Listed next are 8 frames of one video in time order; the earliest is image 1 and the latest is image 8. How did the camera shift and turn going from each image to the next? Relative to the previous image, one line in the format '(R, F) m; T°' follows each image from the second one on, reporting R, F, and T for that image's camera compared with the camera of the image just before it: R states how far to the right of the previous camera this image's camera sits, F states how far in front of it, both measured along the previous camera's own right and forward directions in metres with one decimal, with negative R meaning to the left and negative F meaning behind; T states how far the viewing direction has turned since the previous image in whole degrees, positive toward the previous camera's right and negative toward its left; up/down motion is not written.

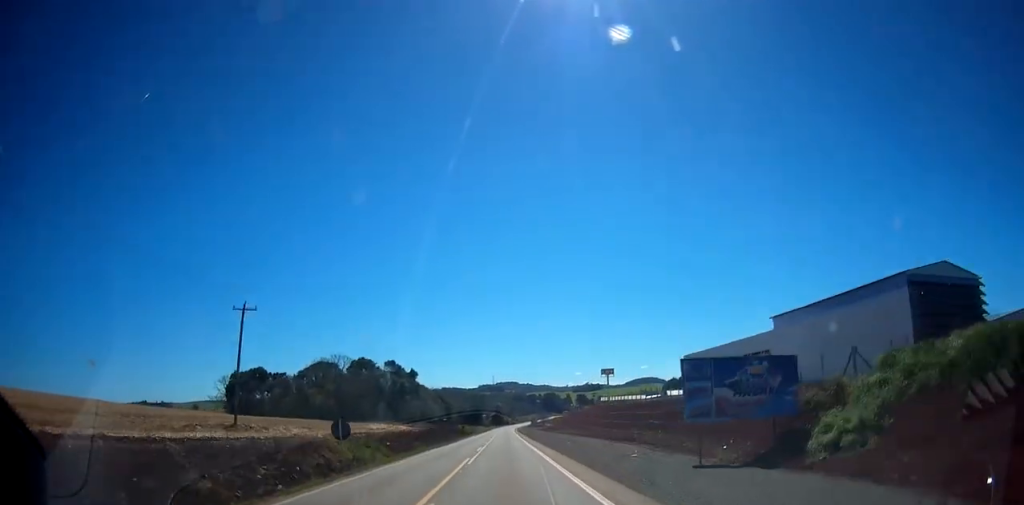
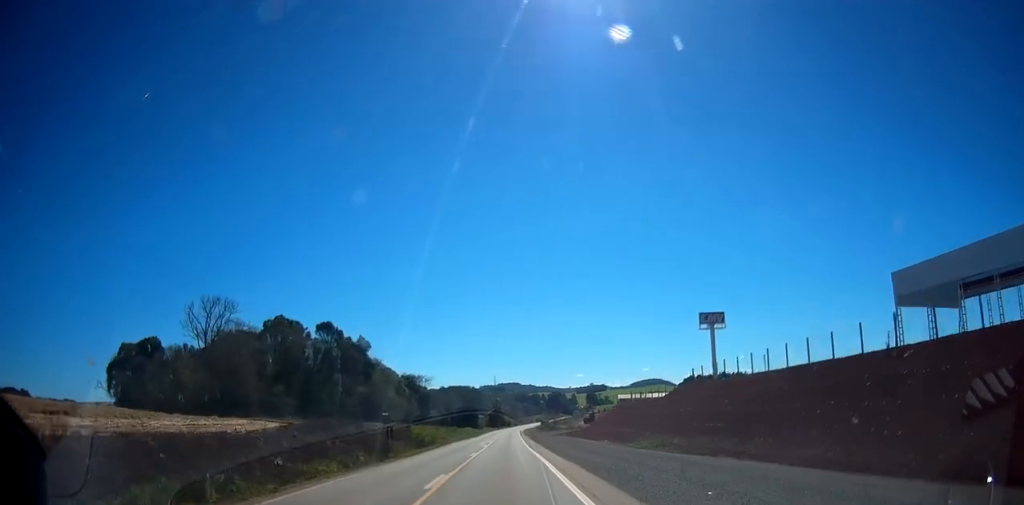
(-1.0, +70.2) m; -1°
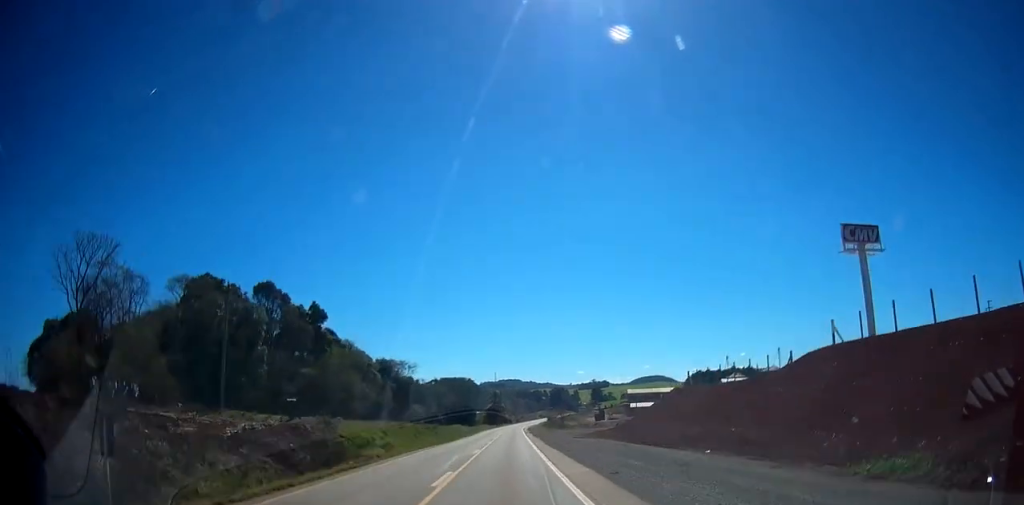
(0.0, +30.7) m; 0°
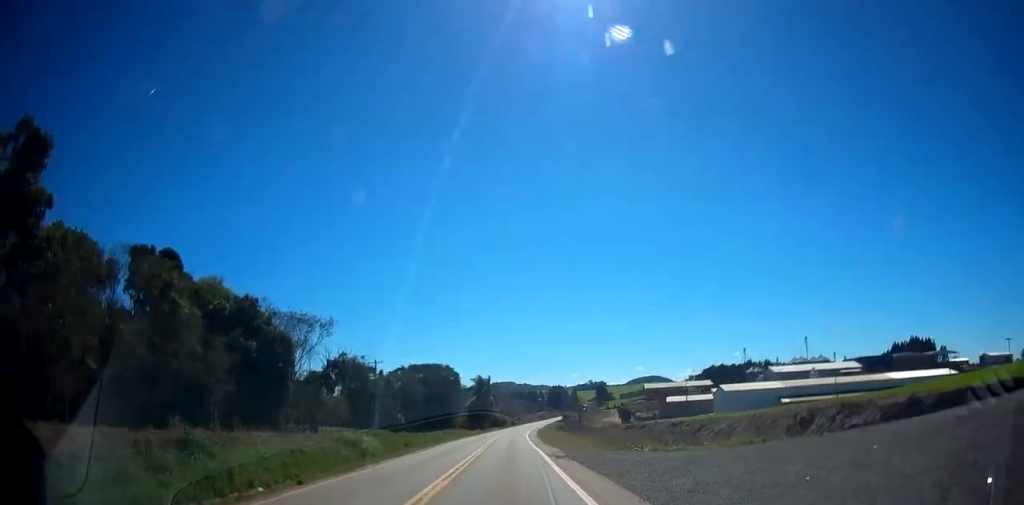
(+0.1, +65.7) m; 0°
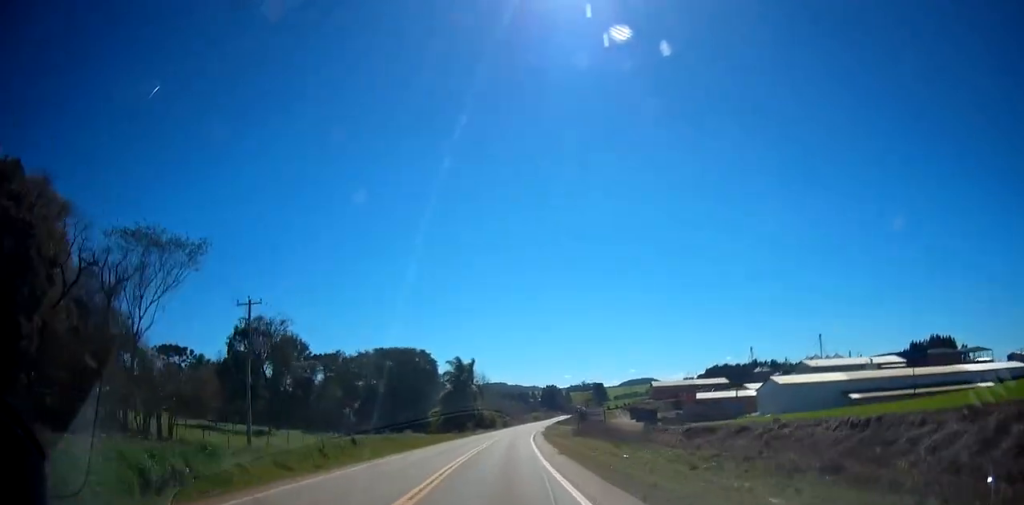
(+0.3, +37.3) m; 0°
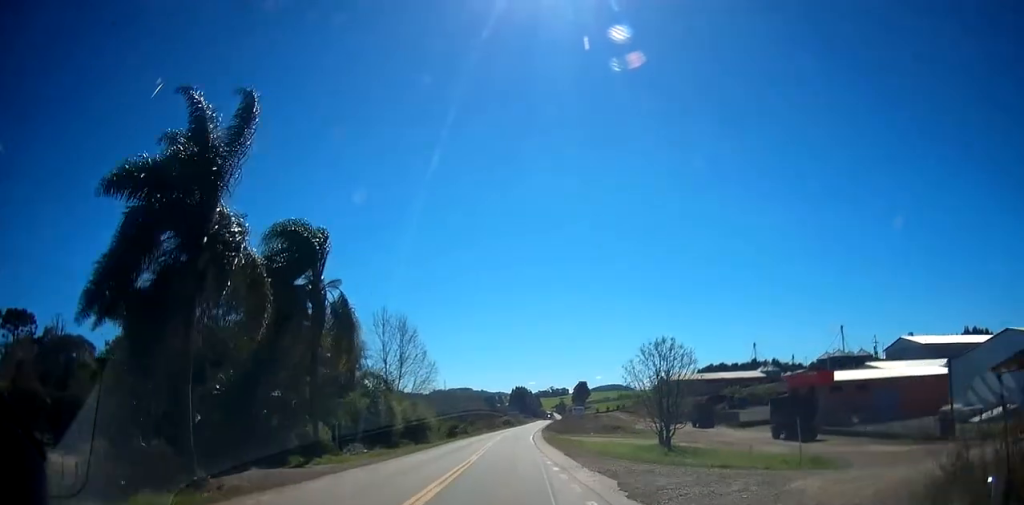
(+1.2, +76.8) m; +2°
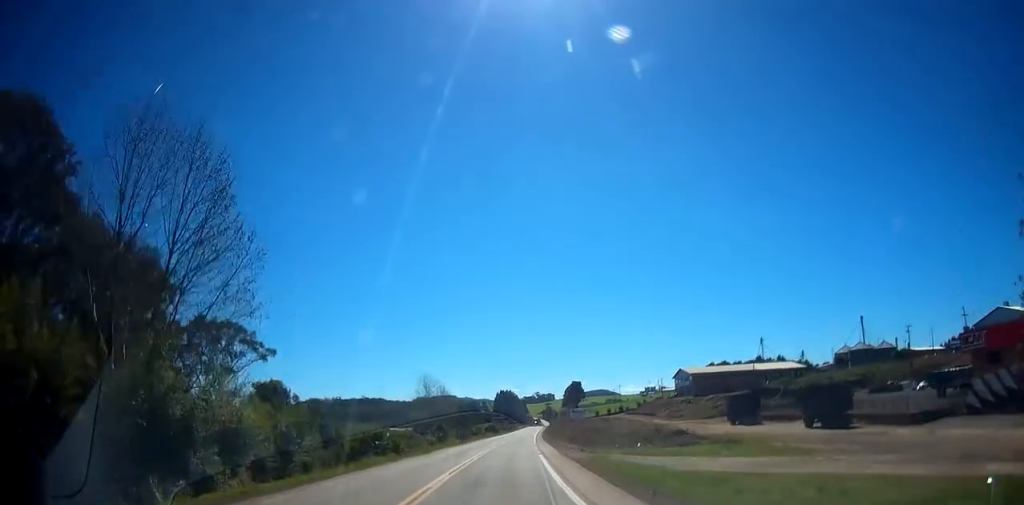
(+0.4, +42.8) m; +2°
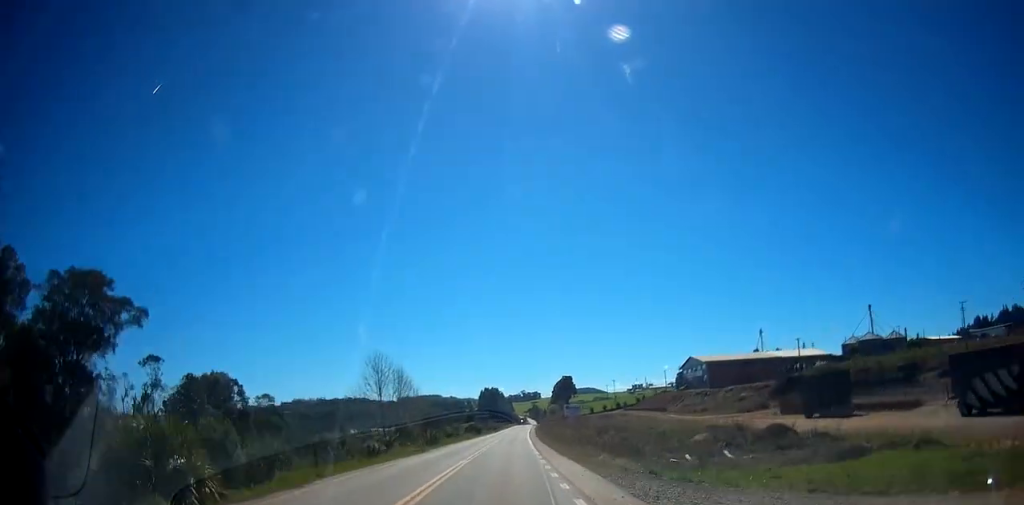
(-0.1, +24.5) m; +1°
